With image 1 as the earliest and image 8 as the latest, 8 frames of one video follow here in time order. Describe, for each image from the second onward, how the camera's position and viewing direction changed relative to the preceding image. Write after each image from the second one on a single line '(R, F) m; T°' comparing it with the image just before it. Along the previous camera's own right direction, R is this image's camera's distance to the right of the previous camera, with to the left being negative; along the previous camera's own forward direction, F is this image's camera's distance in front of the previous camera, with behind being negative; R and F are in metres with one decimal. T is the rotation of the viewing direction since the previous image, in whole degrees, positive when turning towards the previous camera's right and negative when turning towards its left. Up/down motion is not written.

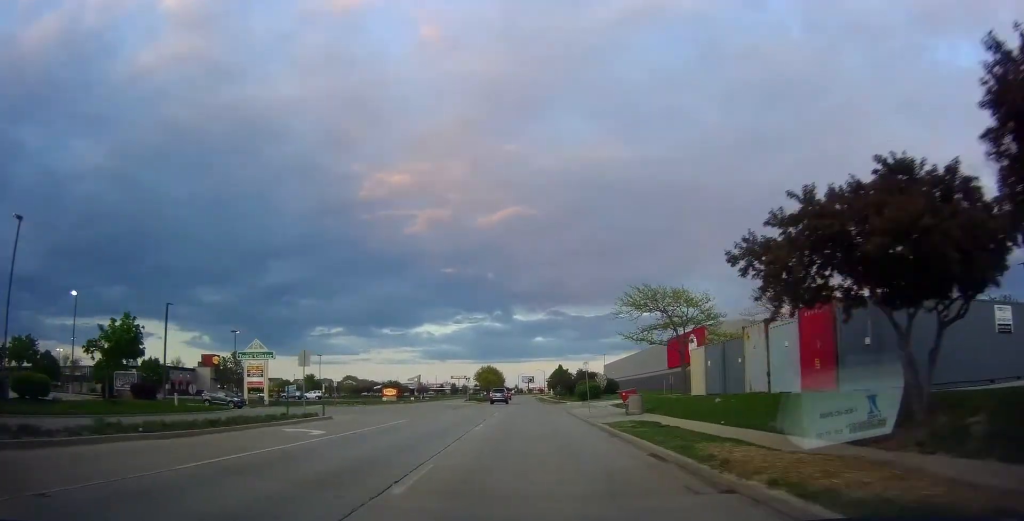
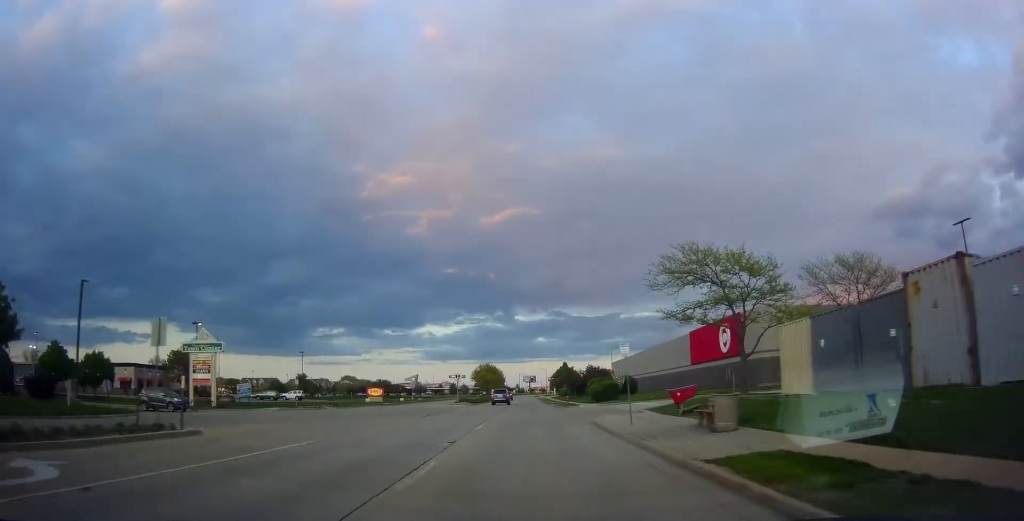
(-0.1, +11.7) m; -1°
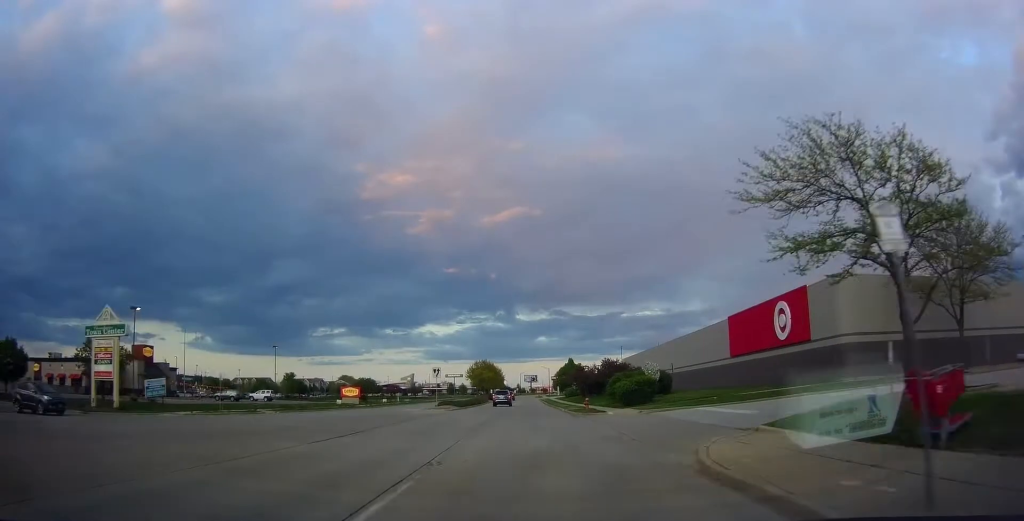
(-0.3, +15.1) m; -1°
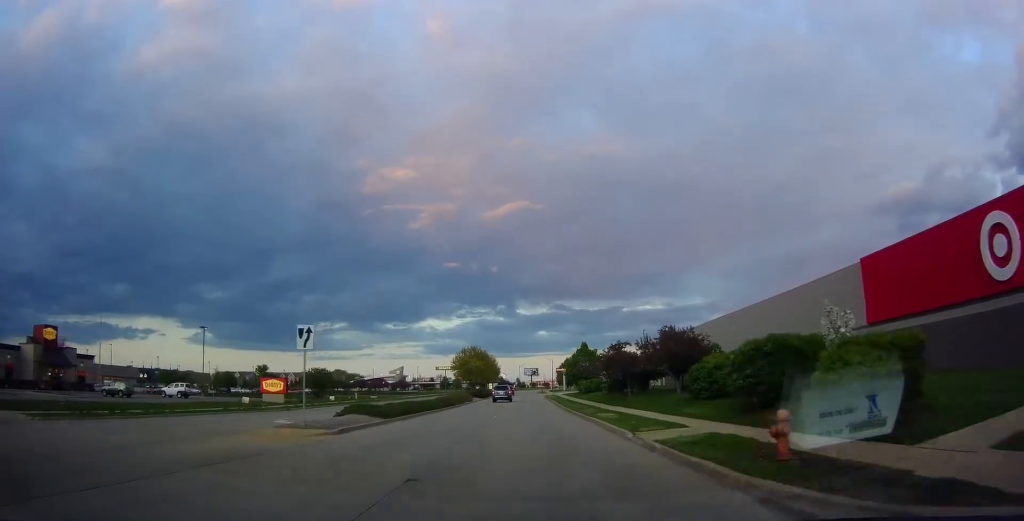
(0.0, +26.3) m; -2°
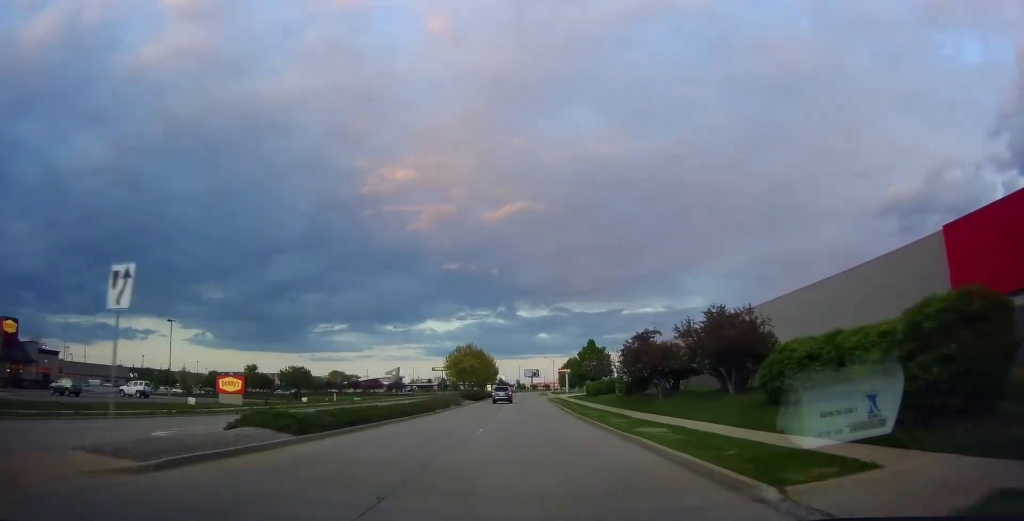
(-0.2, +9.1) m; 0°
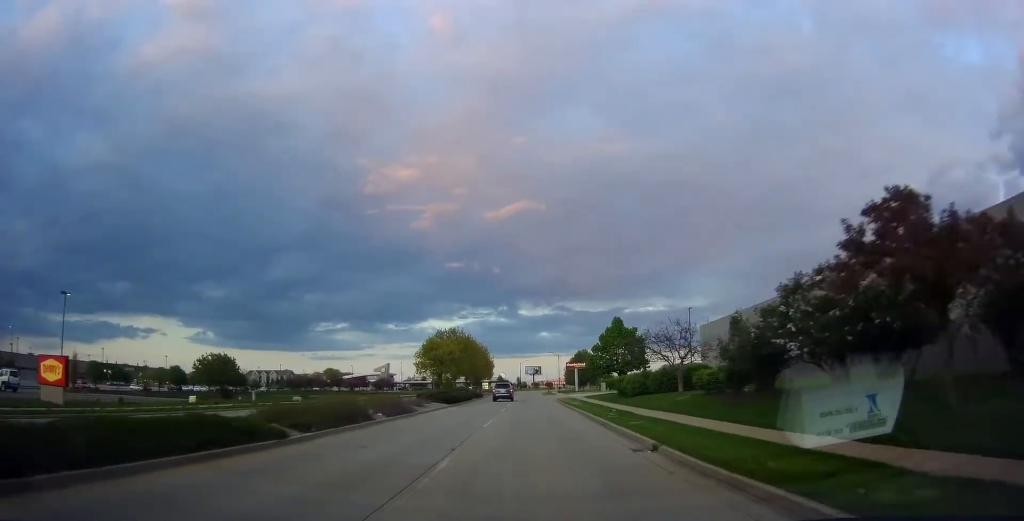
(+0.1, +22.9) m; +1°
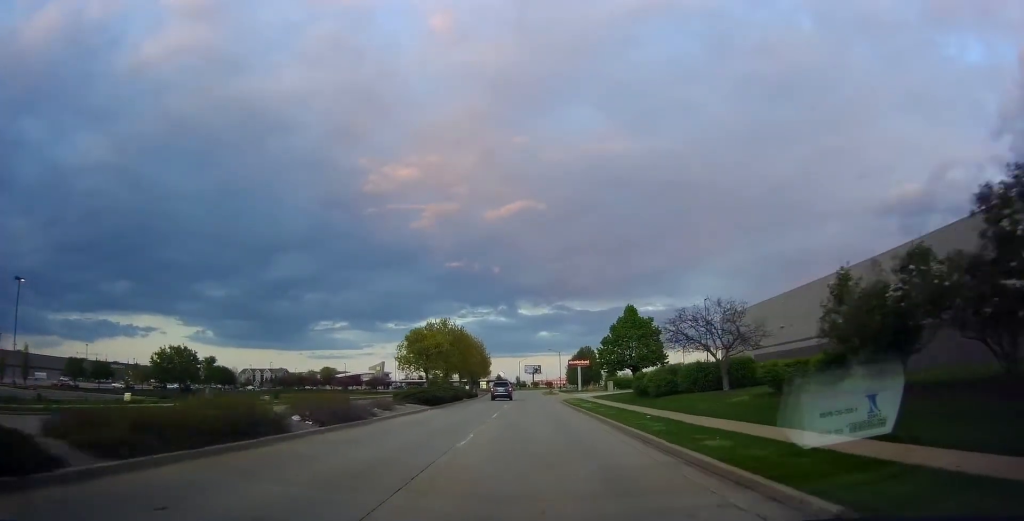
(+0.1, +8.0) m; 0°
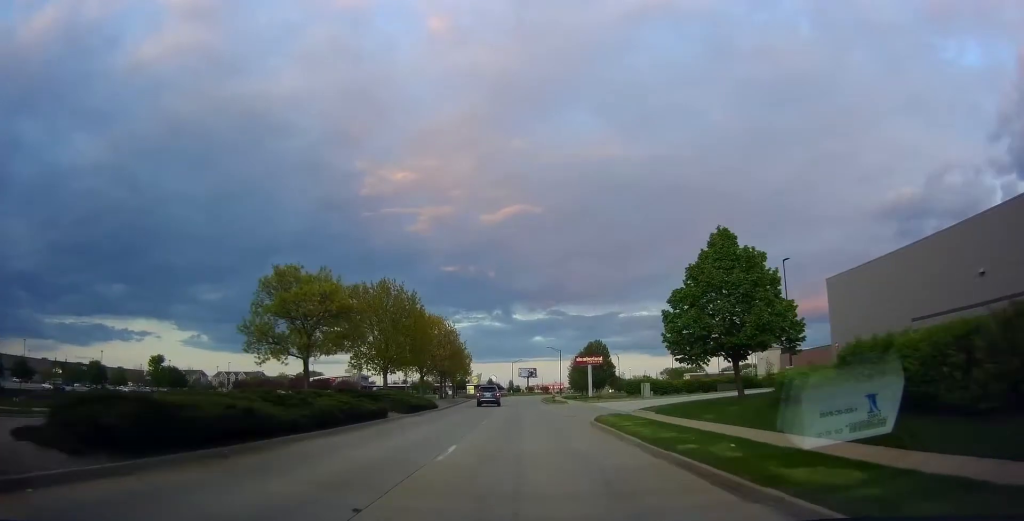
(0.0, +26.3) m; 0°
